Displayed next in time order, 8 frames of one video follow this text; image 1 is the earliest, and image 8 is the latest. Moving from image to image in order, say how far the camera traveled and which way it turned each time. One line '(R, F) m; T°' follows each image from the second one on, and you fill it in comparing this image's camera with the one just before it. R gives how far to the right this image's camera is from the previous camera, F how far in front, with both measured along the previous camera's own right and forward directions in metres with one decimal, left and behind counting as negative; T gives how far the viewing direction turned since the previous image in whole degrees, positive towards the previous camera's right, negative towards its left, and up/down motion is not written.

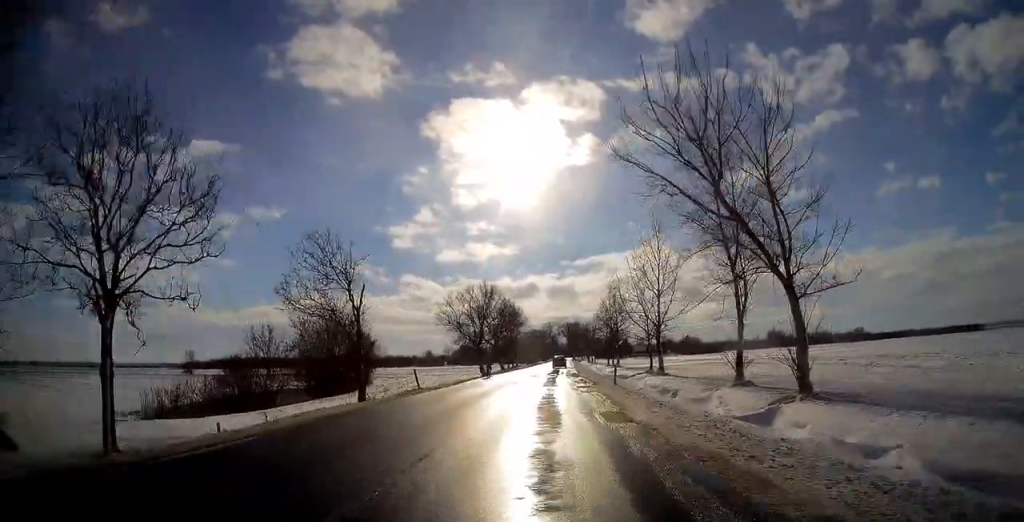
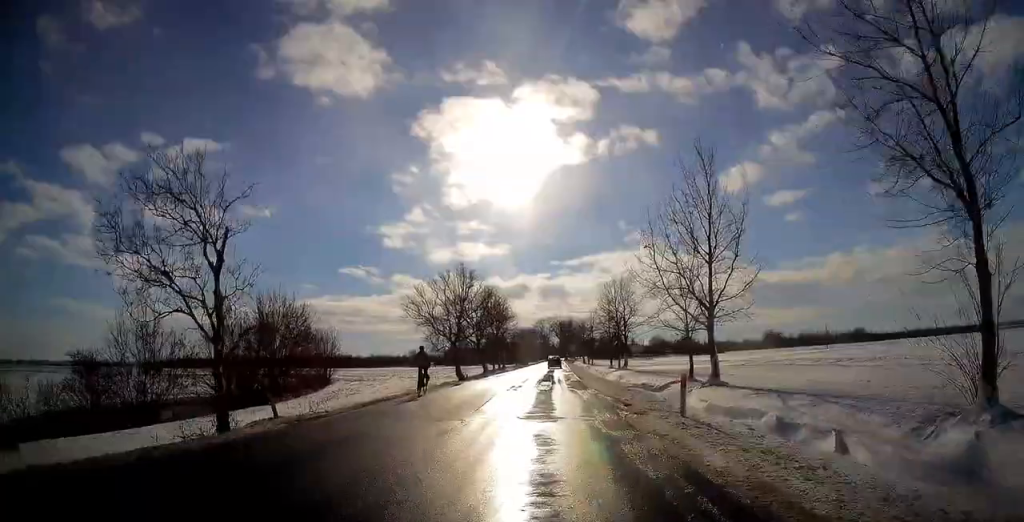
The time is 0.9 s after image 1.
(+0.2, +15.1) m; +1°
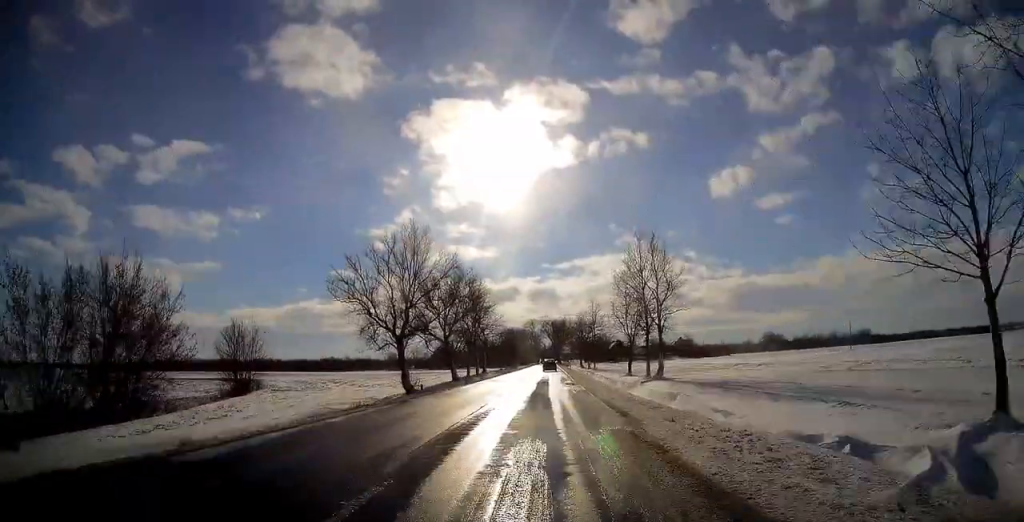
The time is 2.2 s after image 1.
(+0.2, +22.8) m; +1°
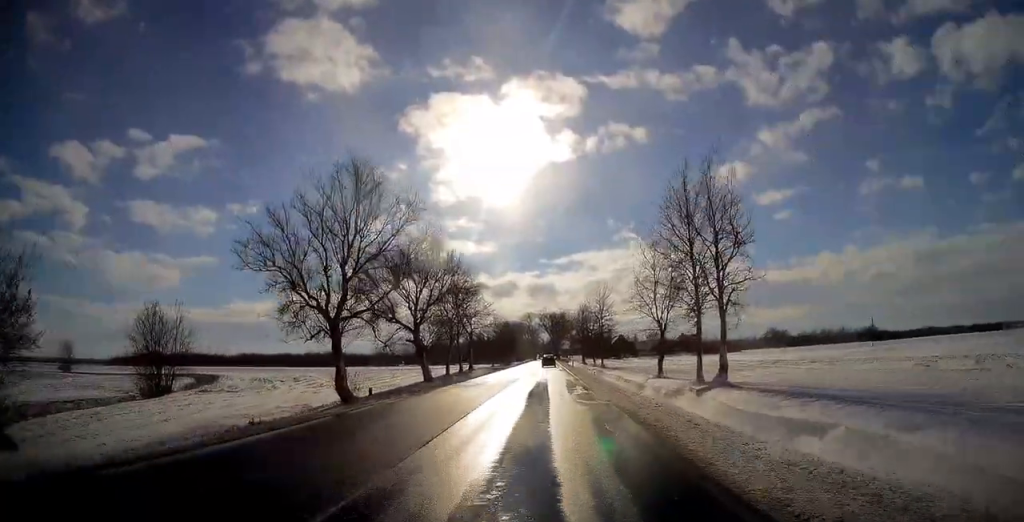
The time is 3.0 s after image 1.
(+0.1, +14.7) m; 0°
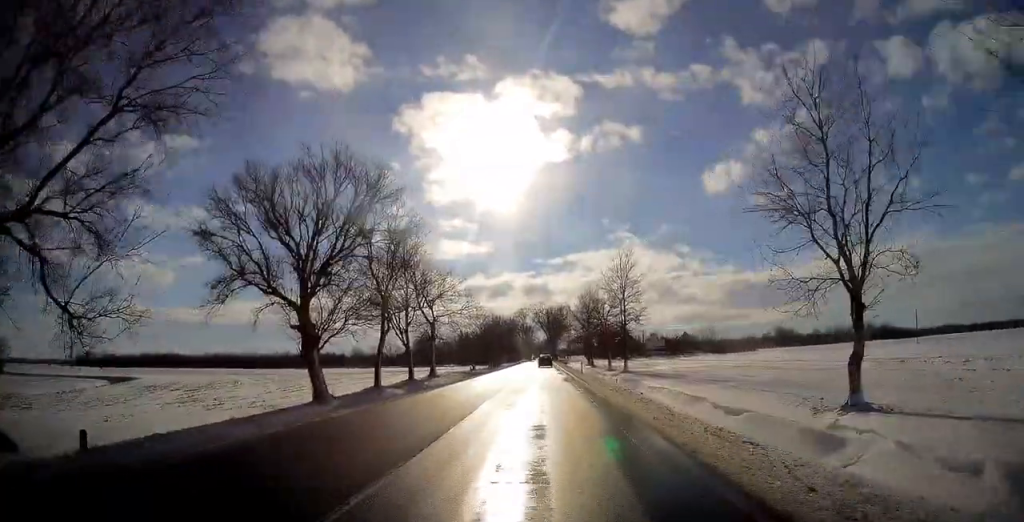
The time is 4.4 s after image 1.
(+0.1, +24.9) m; 0°
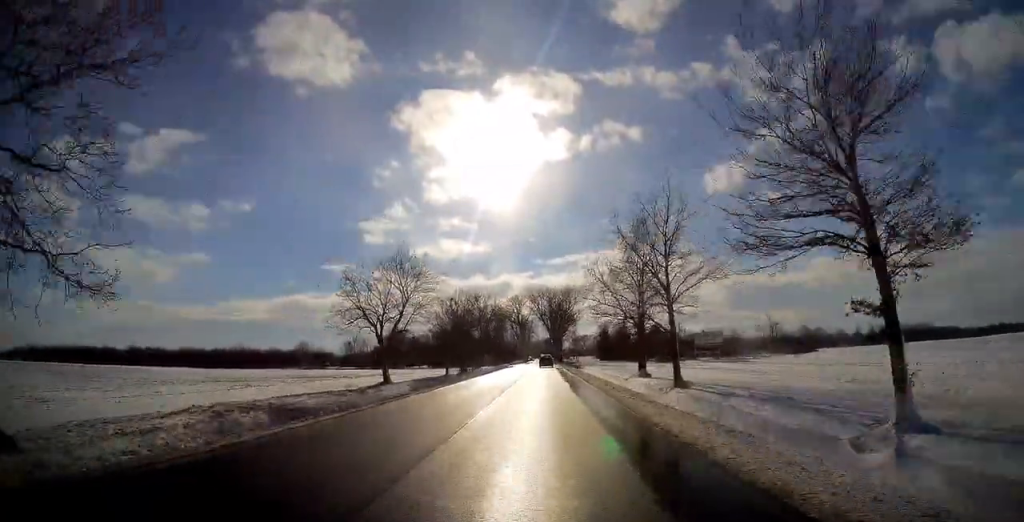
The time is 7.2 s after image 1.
(+0.1, +50.6) m; 0°
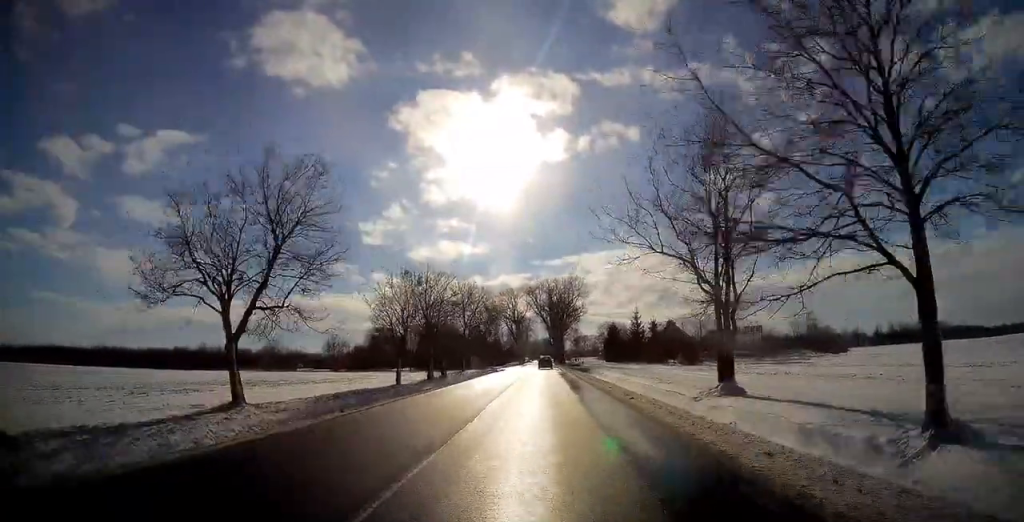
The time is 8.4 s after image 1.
(0.0, +20.2) m; 0°
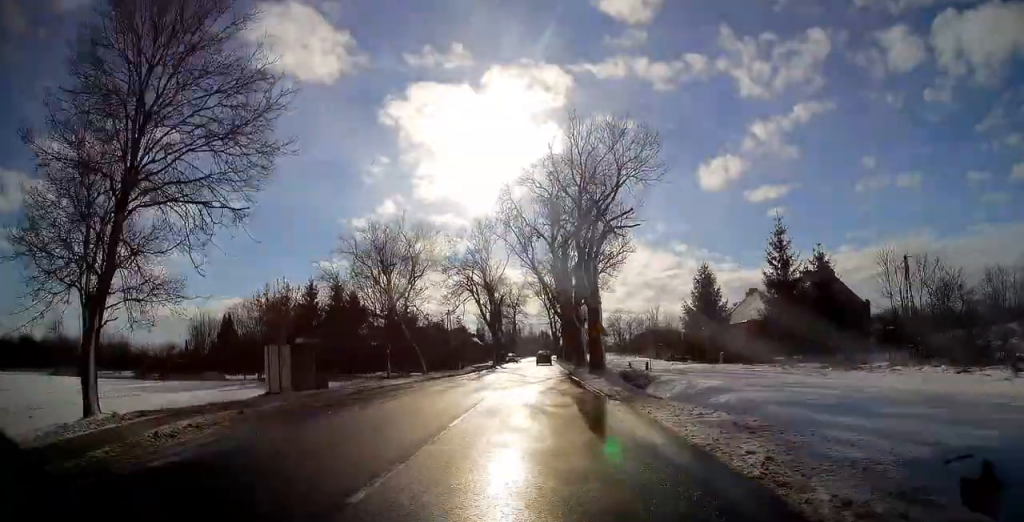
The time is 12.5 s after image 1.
(+0.3, +72.6) m; 0°
